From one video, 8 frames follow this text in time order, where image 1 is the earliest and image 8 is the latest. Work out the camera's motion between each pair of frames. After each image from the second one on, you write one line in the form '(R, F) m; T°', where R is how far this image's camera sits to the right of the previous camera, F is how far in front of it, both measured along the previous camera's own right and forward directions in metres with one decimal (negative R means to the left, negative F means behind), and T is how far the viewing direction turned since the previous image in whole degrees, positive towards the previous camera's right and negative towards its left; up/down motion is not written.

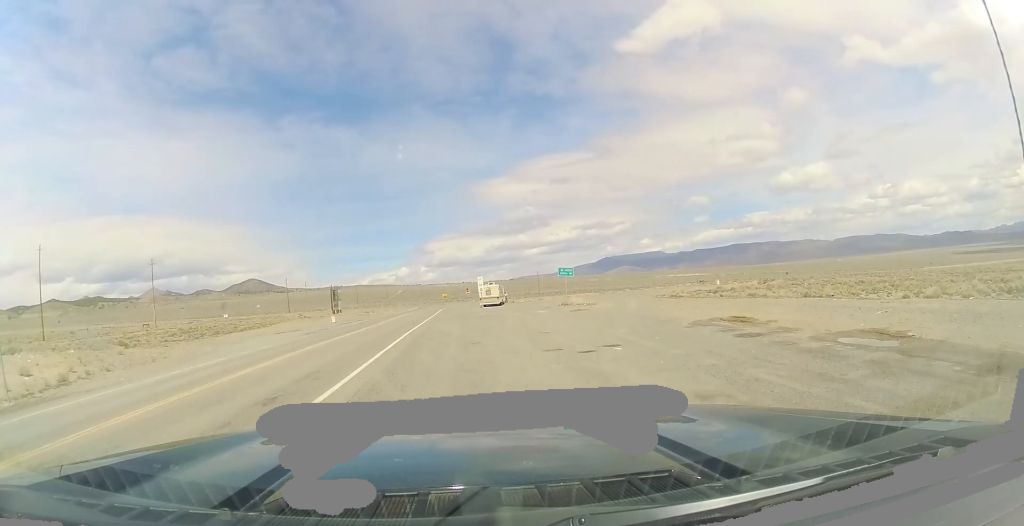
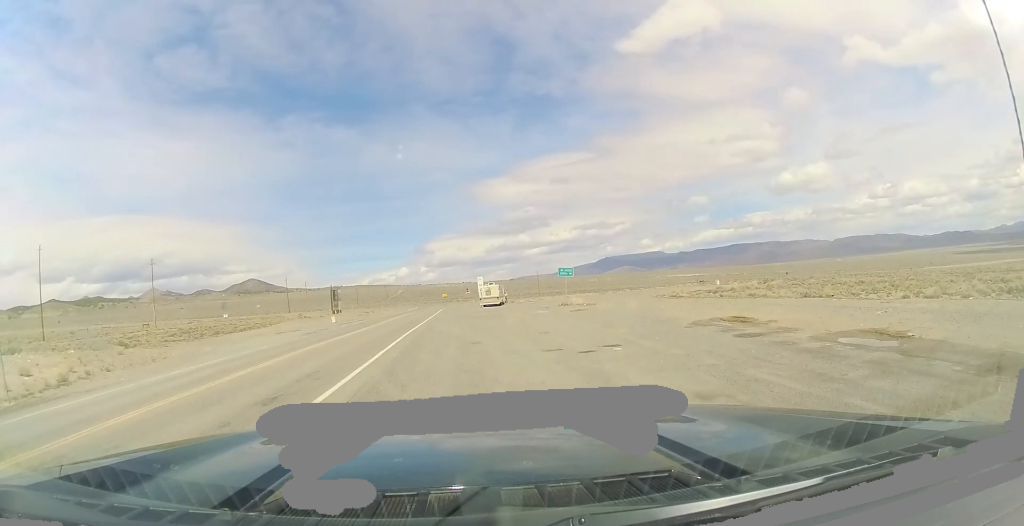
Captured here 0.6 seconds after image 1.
(0.0, 0.0) m; 0°
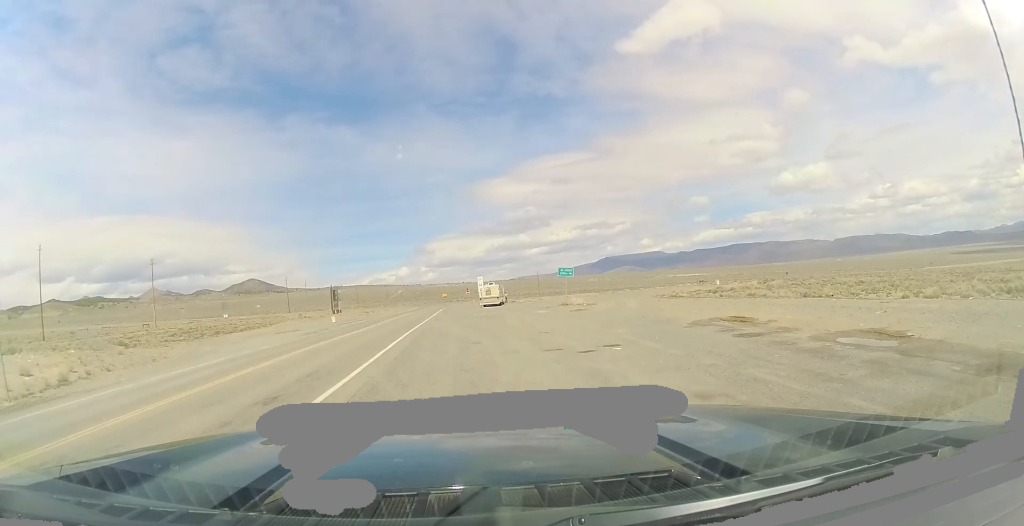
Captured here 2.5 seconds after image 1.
(0.0, 0.0) m; 0°
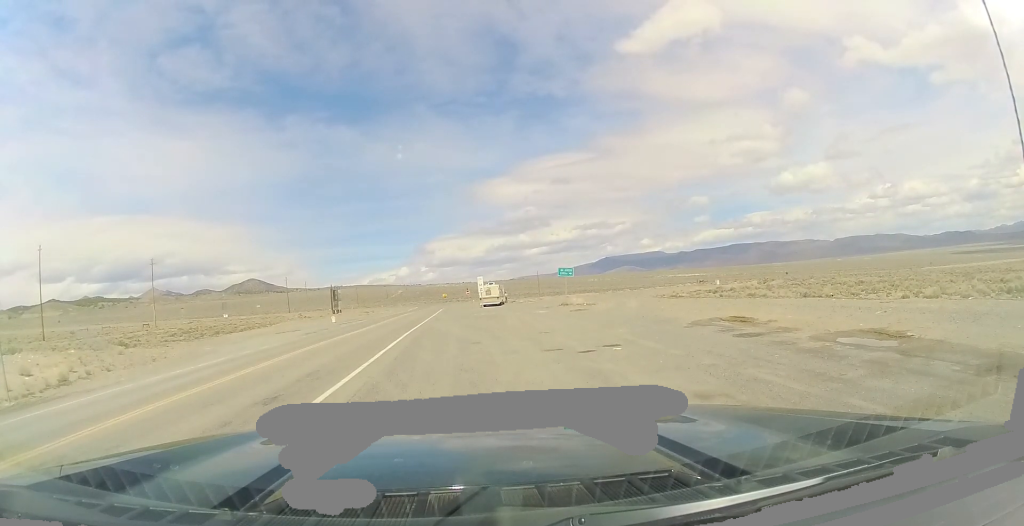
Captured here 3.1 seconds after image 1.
(0.0, 0.0) m; 0°
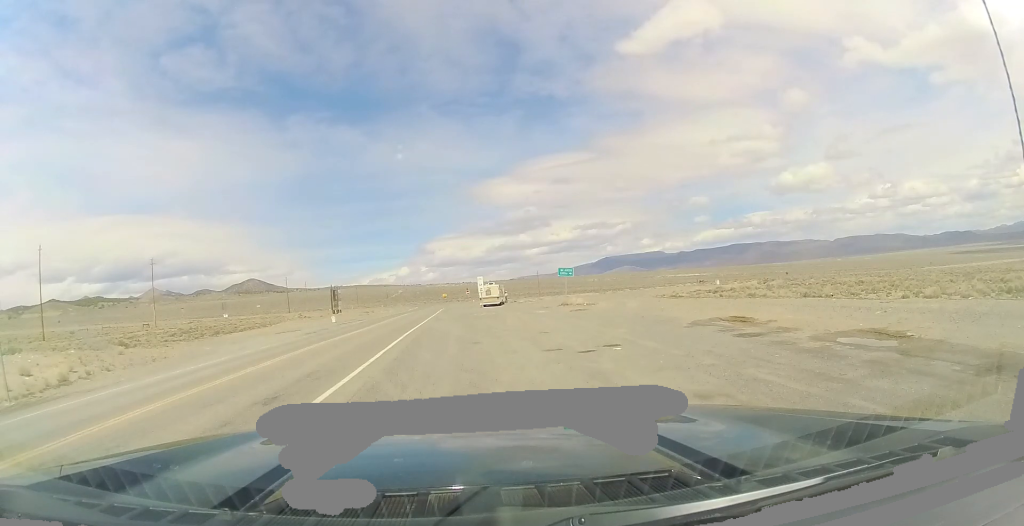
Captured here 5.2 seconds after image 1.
(0.0, 0.0) m; 0°
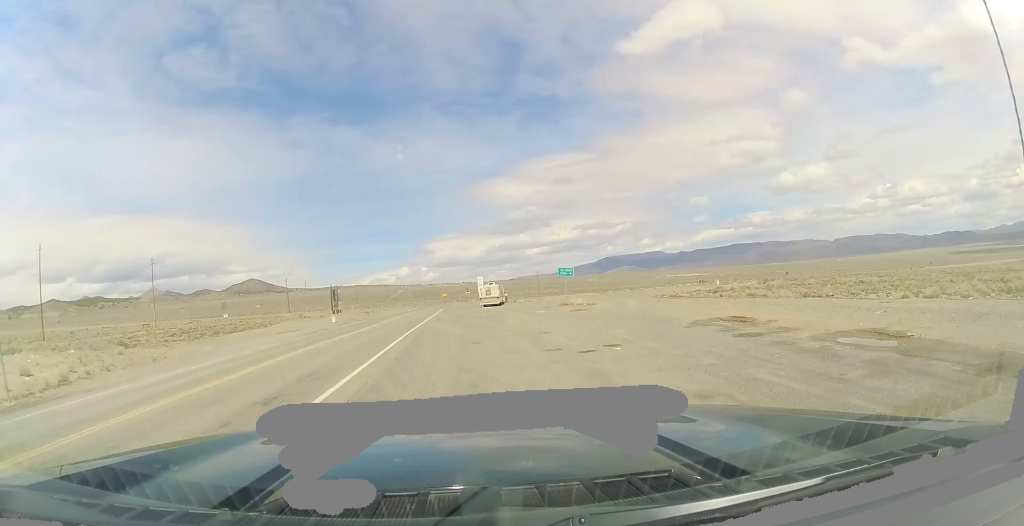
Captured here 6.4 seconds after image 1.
(0.0, 0.0) m; 0°
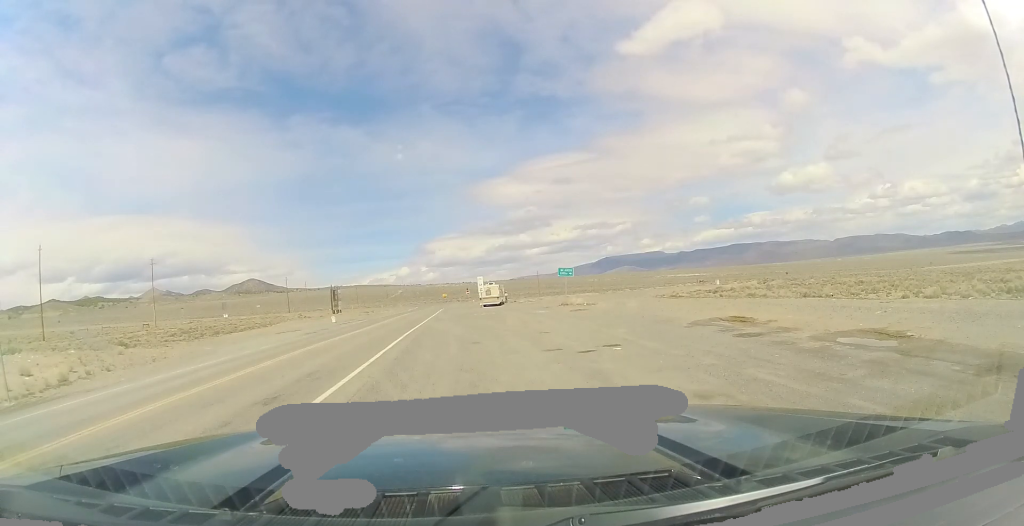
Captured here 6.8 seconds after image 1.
(0.0, 0.0) m; 0°
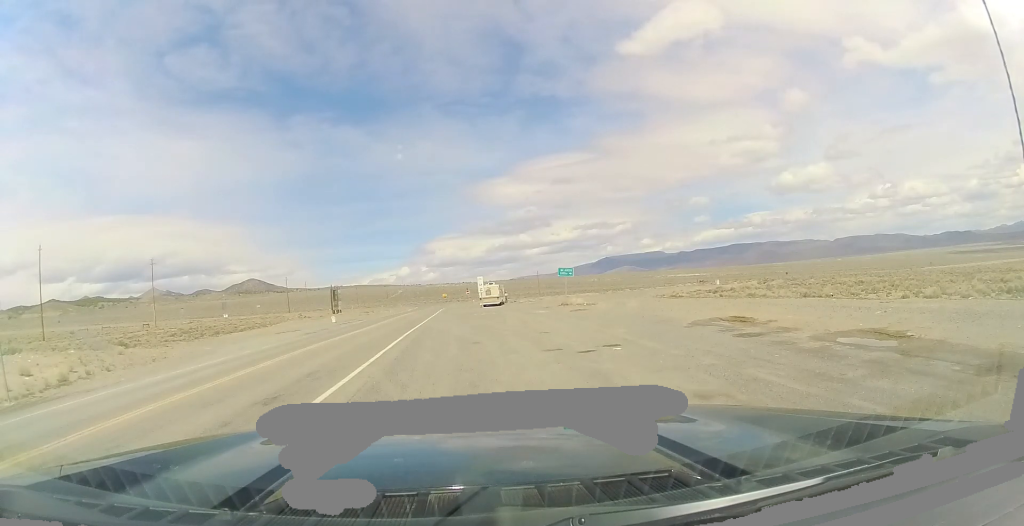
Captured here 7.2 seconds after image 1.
(0.0, 0.0) m; 0°
